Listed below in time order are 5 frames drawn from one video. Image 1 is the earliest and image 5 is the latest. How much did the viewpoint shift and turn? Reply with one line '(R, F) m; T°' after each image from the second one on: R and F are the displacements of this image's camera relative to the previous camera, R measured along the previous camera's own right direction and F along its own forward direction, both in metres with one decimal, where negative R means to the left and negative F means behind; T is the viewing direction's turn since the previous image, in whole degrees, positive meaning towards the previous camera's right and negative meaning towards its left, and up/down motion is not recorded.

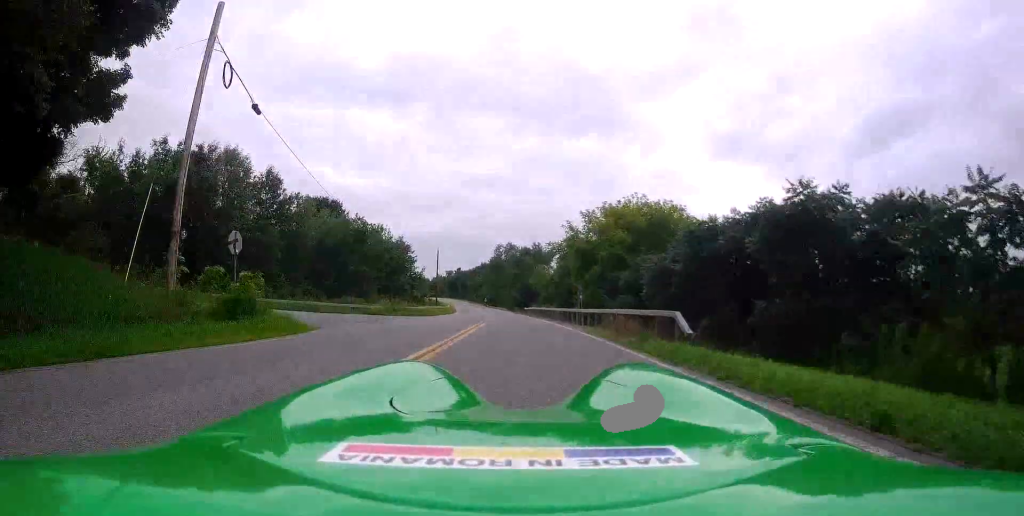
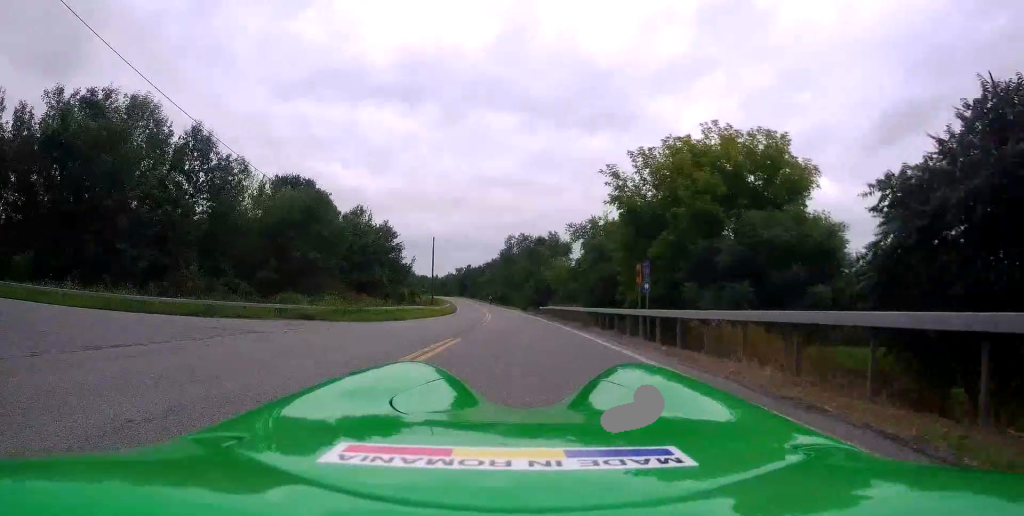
(-0.1, +15.4) m; -1°
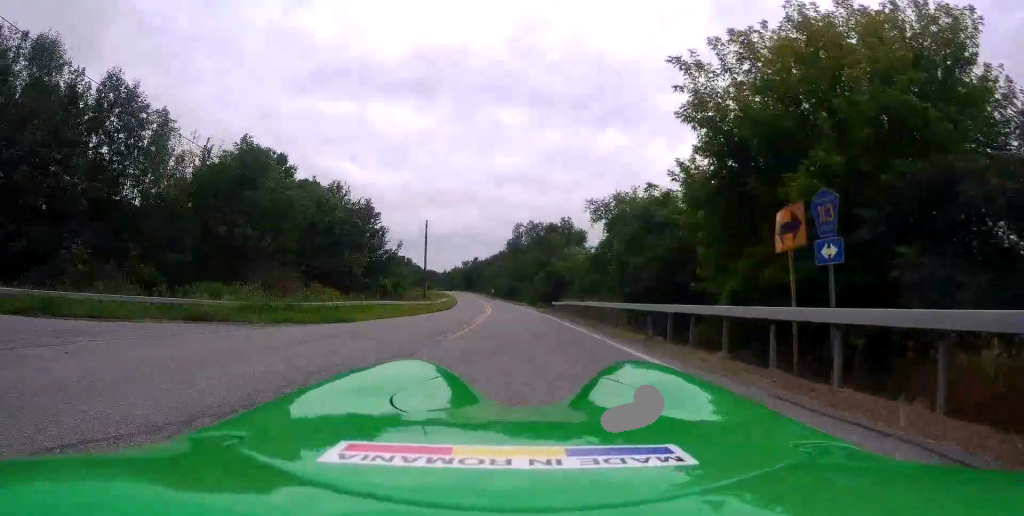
(-0.2, +10.8) m; 0°
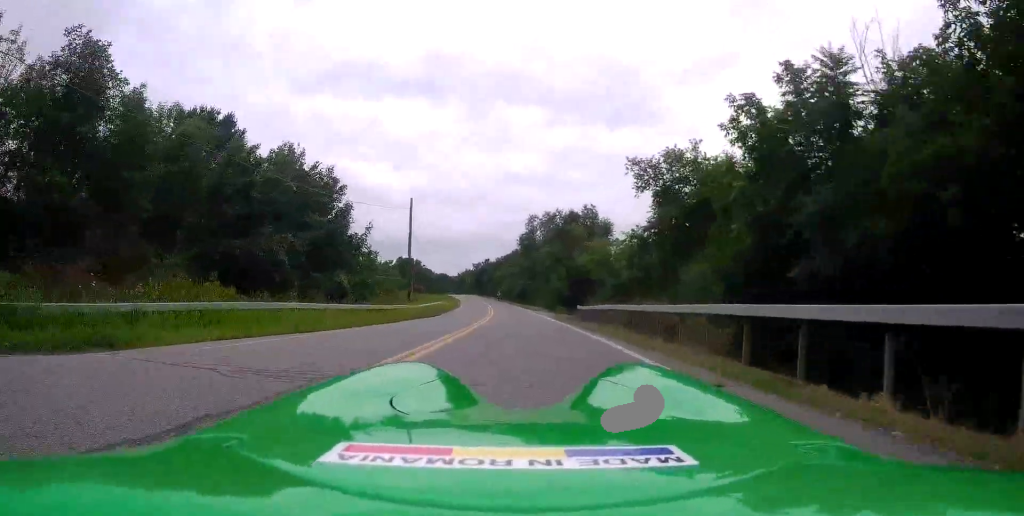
(+0.3, +14.2) m; +1°
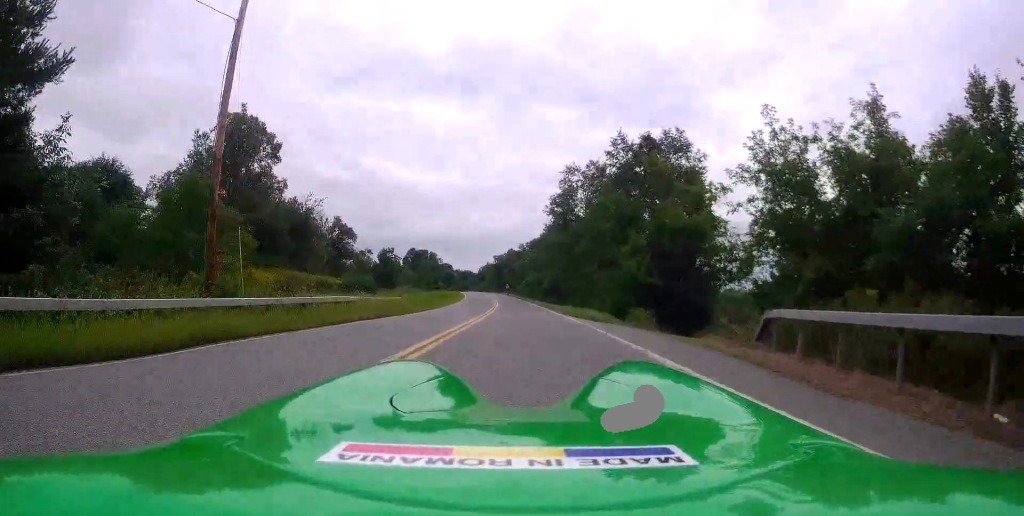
(-1.3, +31.5) m; -5°
